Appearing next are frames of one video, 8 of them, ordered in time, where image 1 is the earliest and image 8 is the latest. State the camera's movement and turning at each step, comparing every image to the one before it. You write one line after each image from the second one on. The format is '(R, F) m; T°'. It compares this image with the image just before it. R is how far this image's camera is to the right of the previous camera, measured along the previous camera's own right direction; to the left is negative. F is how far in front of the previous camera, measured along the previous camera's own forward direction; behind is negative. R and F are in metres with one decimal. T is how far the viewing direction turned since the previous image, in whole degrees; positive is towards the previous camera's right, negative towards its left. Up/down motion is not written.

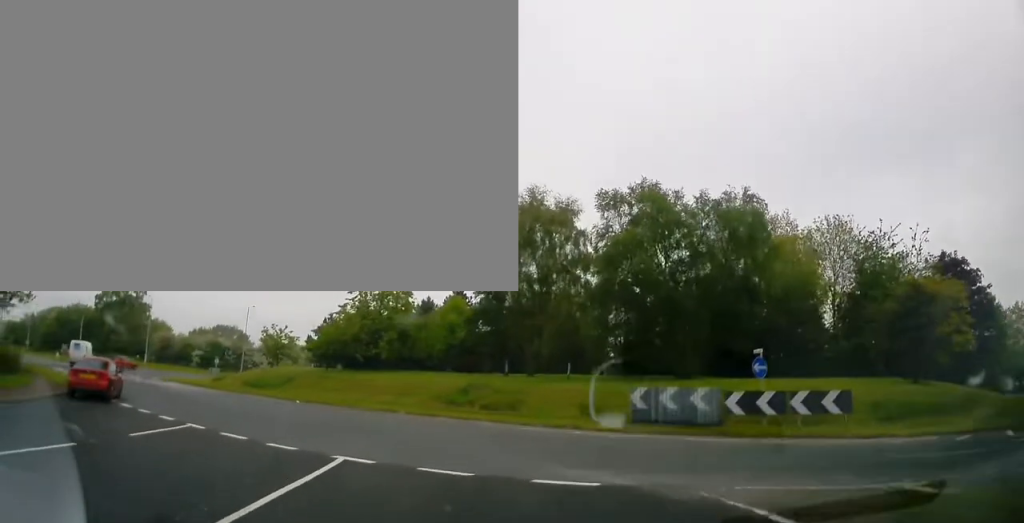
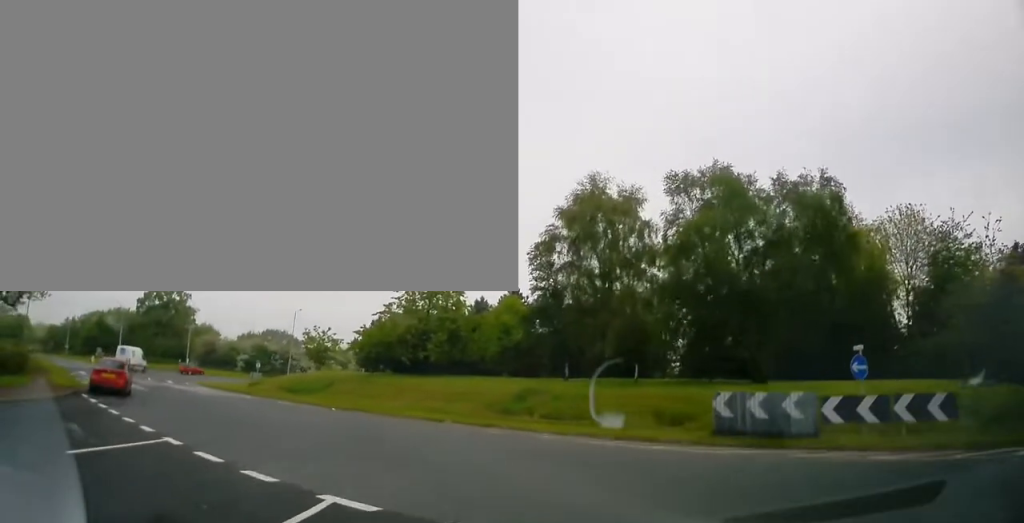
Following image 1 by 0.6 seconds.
(-0.2, +3.4) m; -8°
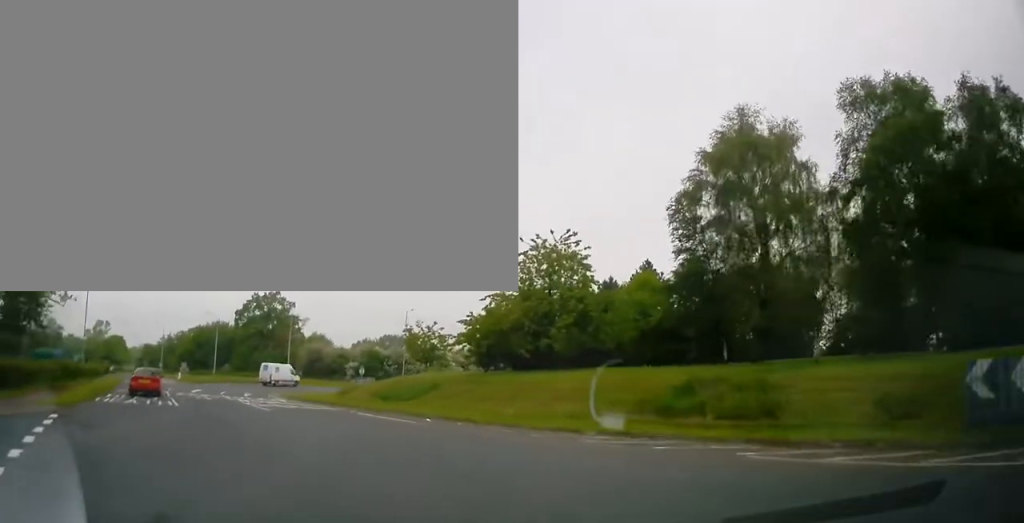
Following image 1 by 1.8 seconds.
(-1.2, +7.5) m; -15°
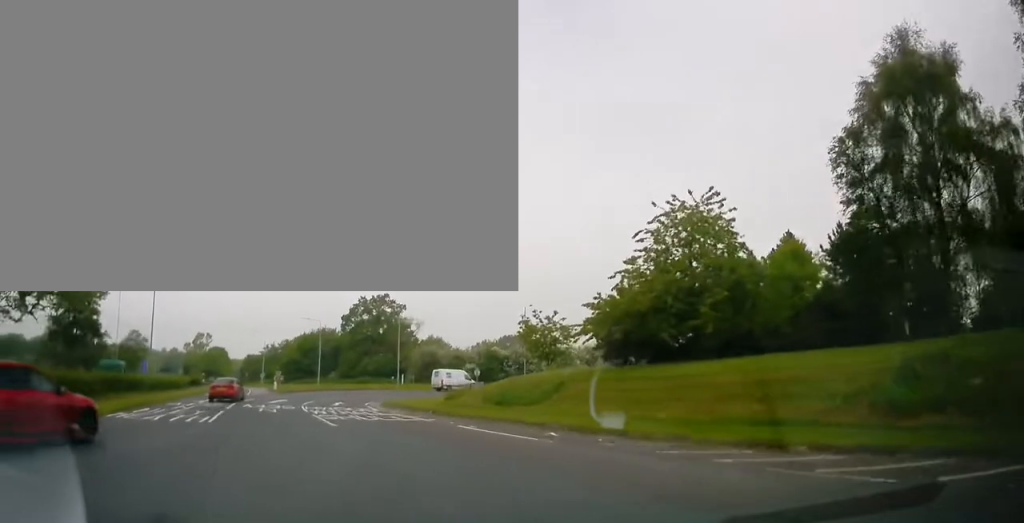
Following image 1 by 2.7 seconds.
(-0.4, +6.2) m; -8°
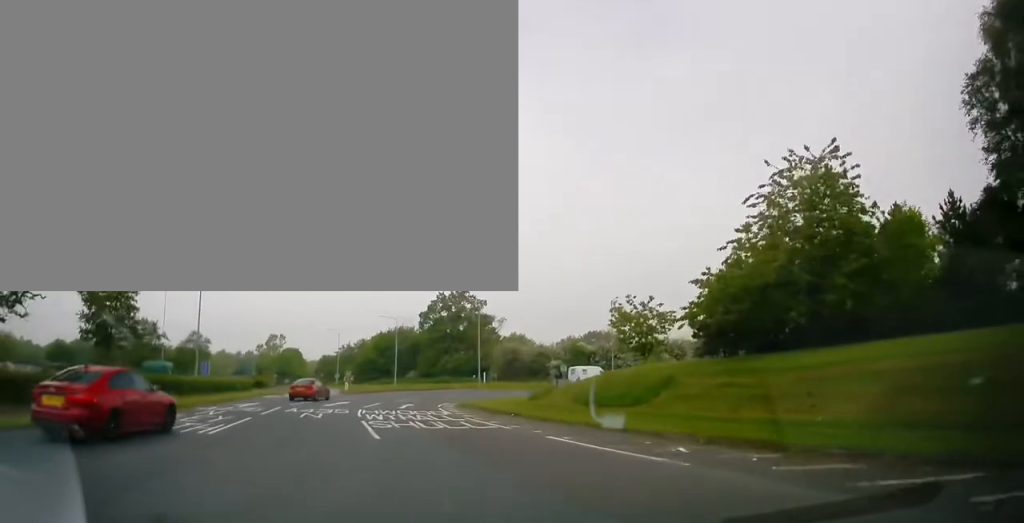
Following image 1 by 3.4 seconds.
(-0.3, +4.8) m; -6°
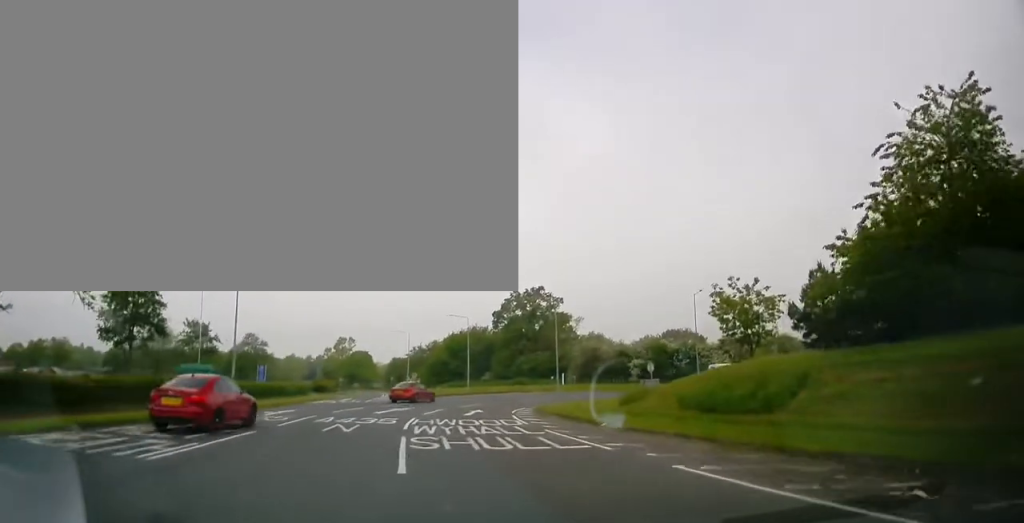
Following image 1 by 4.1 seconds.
(-0.3, +5.5) m; -6°
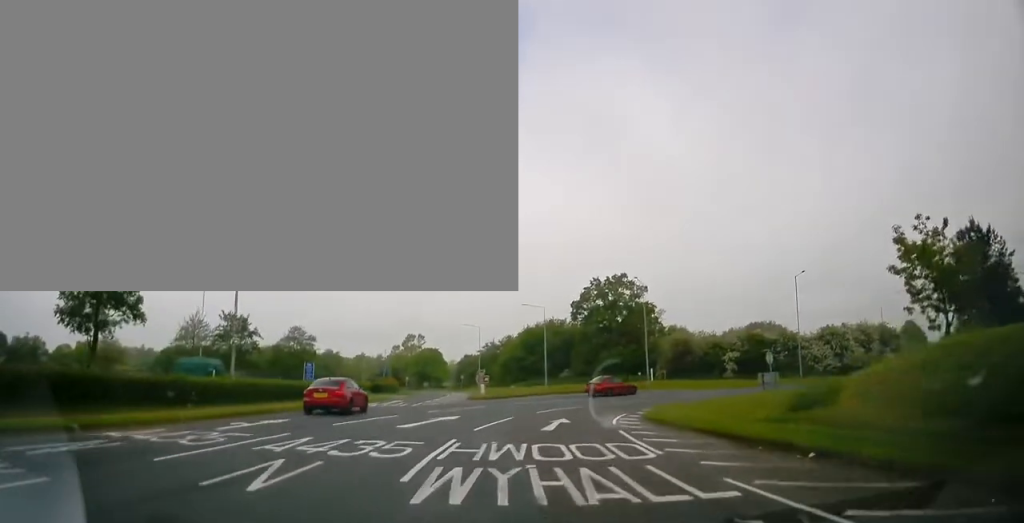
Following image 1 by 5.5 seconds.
(-0.8, +9.5) m; -6°
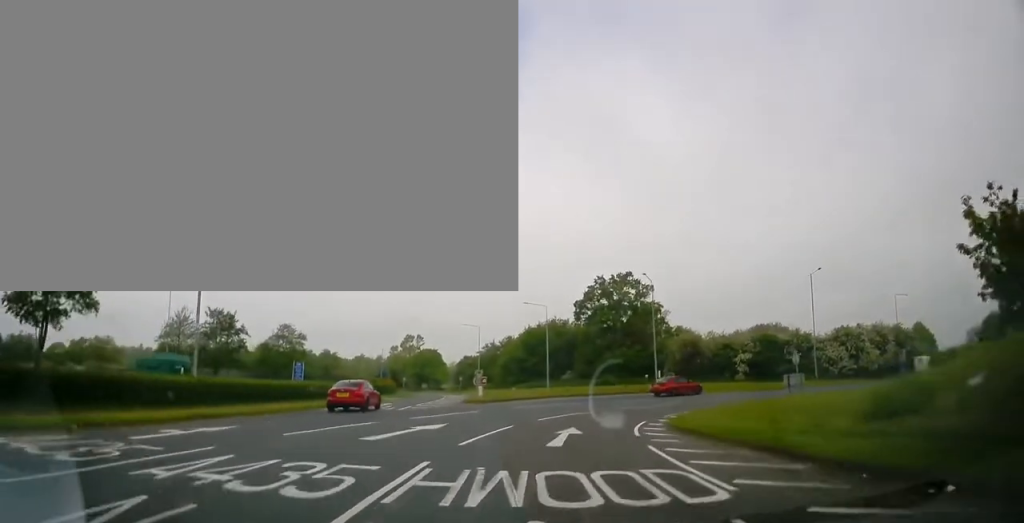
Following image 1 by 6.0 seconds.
(0.0, +3.1) m; -1°
